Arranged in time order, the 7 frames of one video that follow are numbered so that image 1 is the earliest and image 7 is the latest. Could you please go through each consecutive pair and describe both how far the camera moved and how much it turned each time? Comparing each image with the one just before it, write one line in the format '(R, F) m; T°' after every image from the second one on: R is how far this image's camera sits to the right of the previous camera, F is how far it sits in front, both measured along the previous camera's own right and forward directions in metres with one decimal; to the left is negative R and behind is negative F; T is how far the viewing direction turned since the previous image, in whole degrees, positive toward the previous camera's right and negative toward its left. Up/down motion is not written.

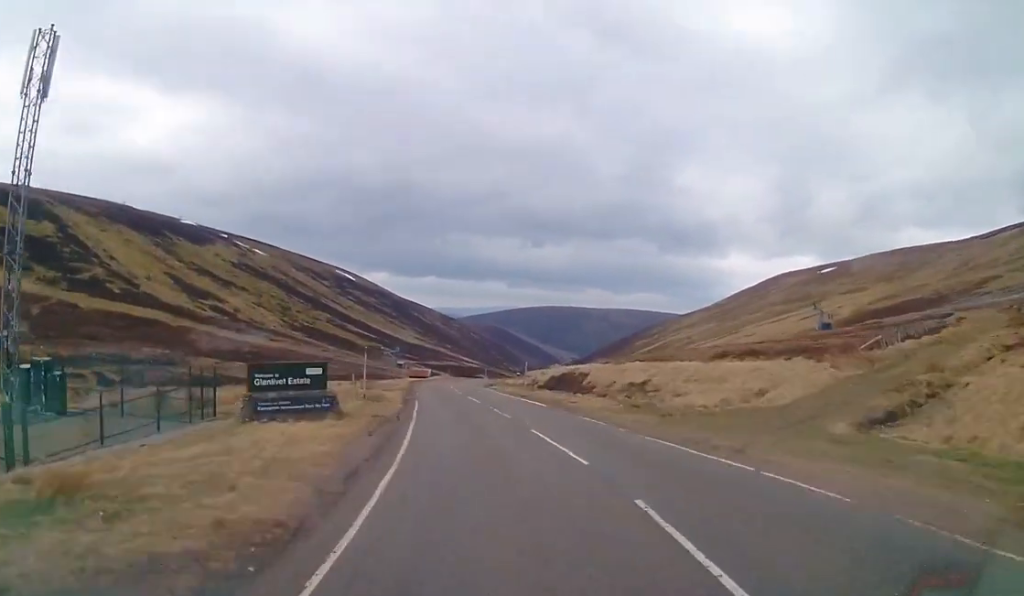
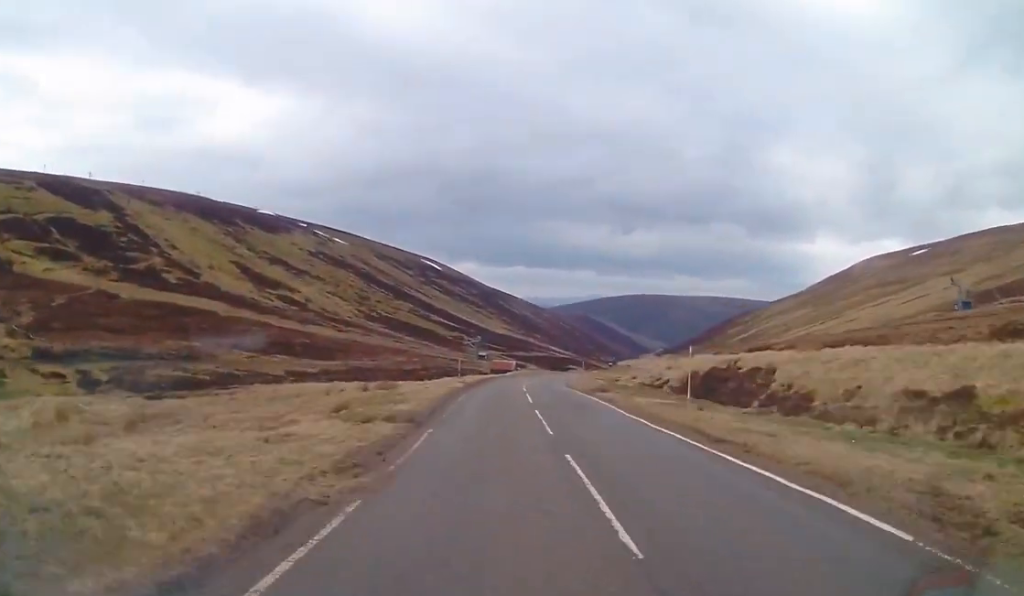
(-0.9, +24.7) m; -3°
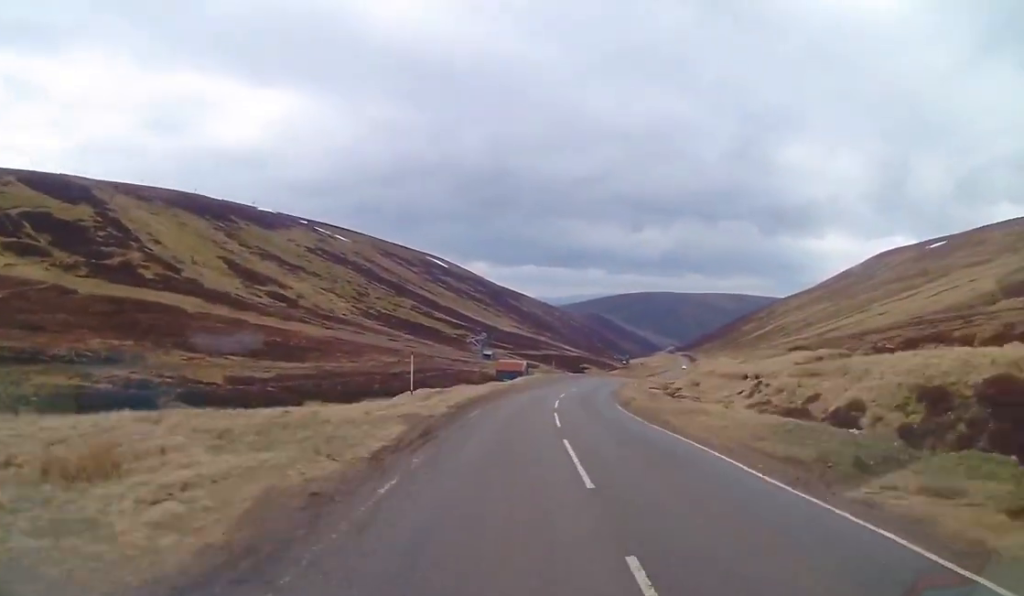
(-0.3, +25.3) m; +2°
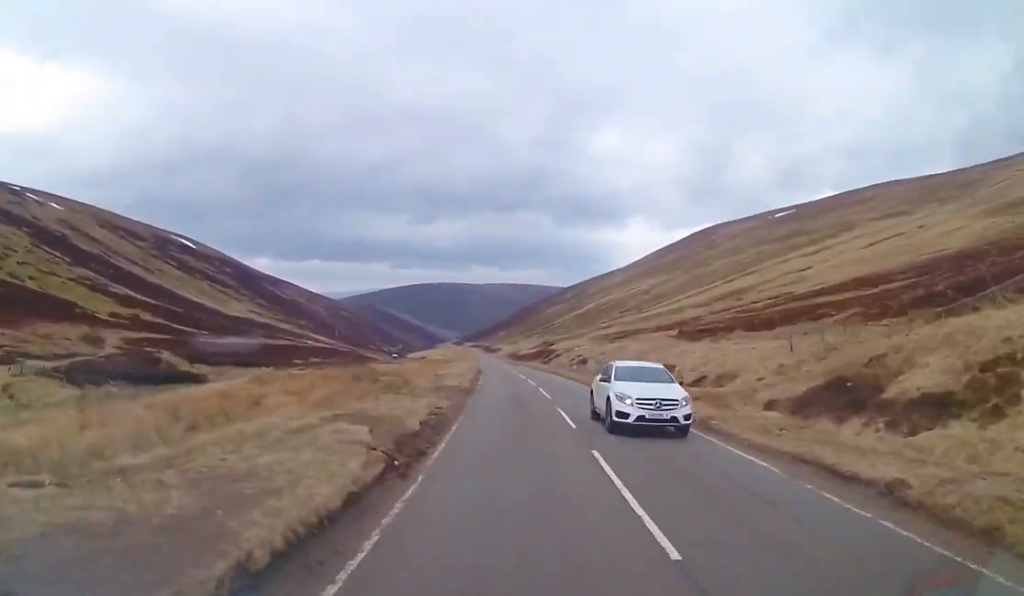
(+18.0, +140.9) m; +11°
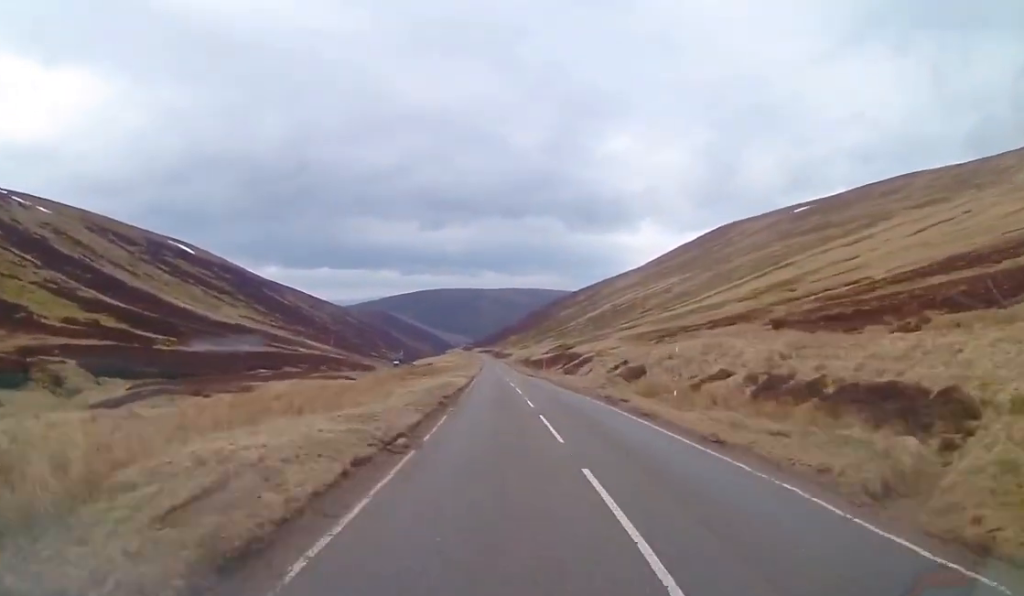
(-0.5, +32.1) m; -2°
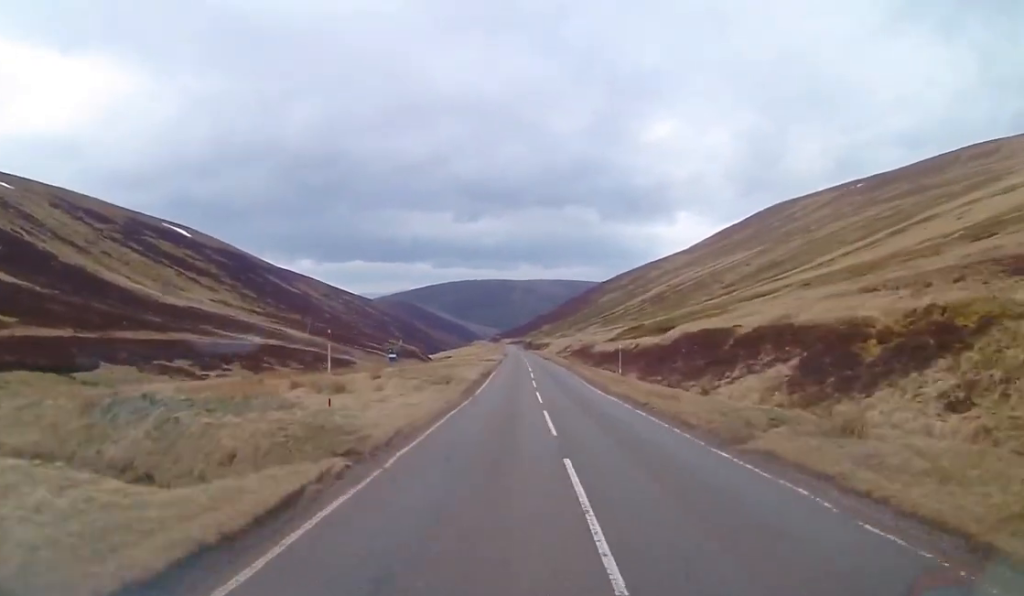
(-4.0, +88.6) m; -11°
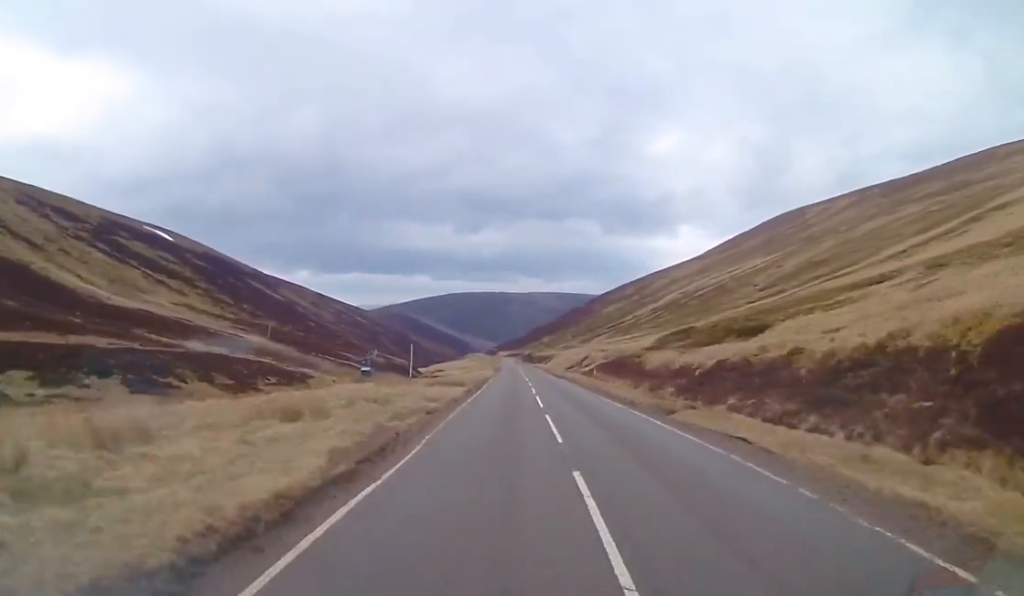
(-1.6, +41.1) m; -1°
